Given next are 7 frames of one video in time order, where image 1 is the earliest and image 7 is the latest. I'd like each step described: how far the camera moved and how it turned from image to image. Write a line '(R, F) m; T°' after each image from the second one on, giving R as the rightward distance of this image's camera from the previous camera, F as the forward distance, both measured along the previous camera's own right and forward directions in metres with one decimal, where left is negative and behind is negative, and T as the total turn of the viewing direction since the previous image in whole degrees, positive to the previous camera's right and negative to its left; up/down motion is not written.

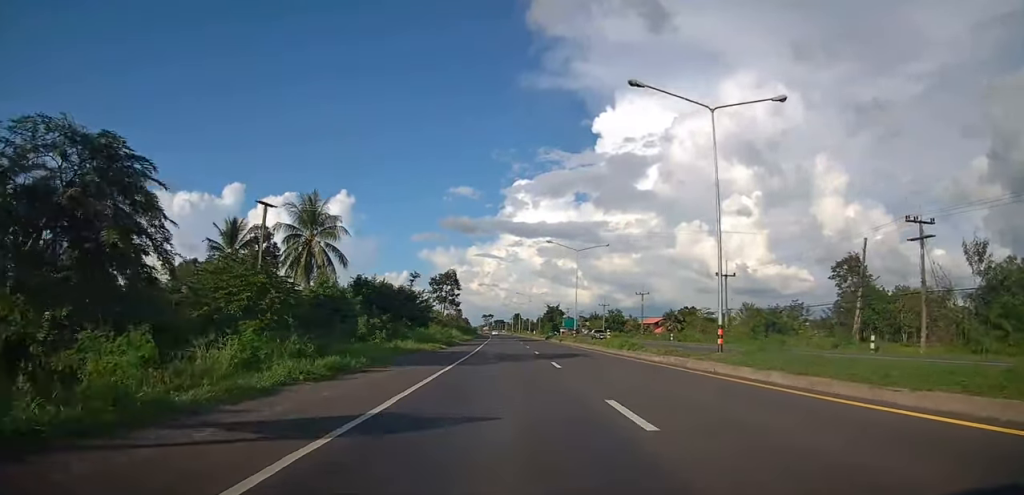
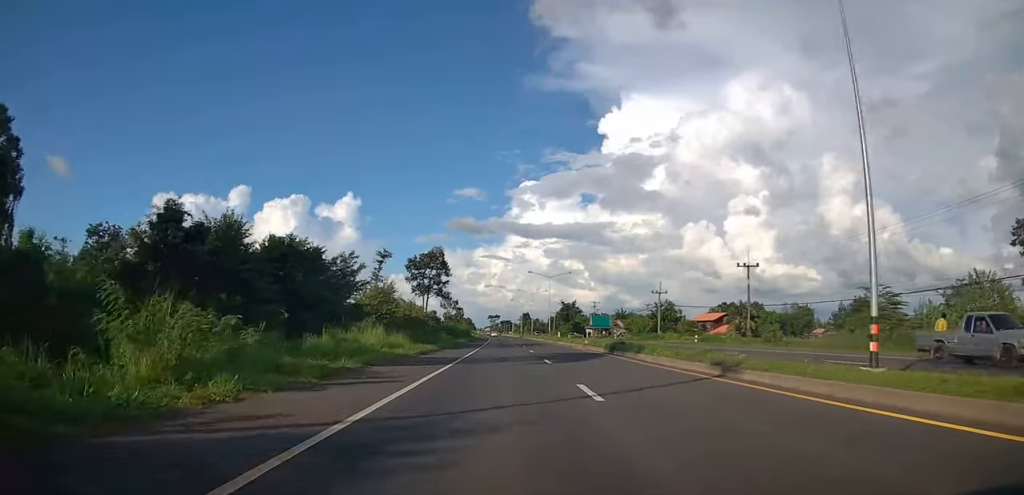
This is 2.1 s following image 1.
(+0.1, +45.4) m; -1°
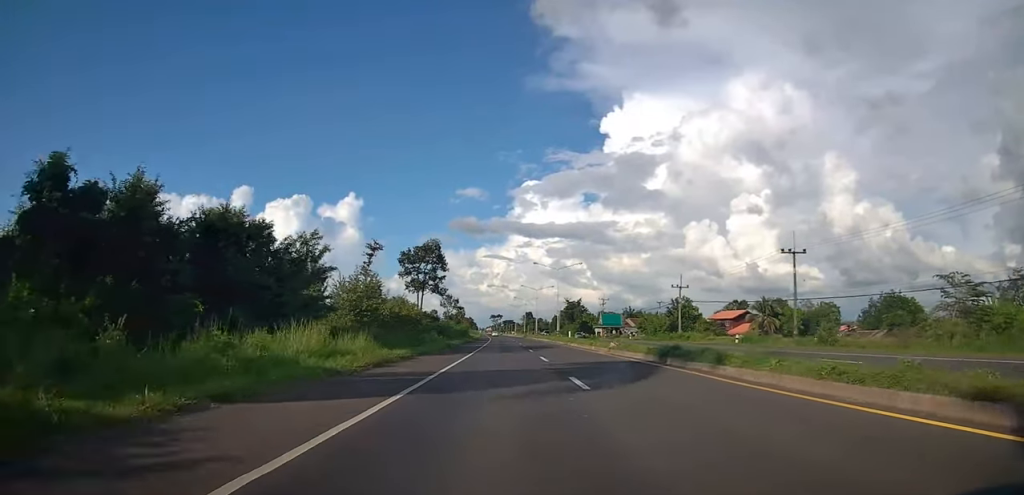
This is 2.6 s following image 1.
(0.0, +9.9) m; 0°
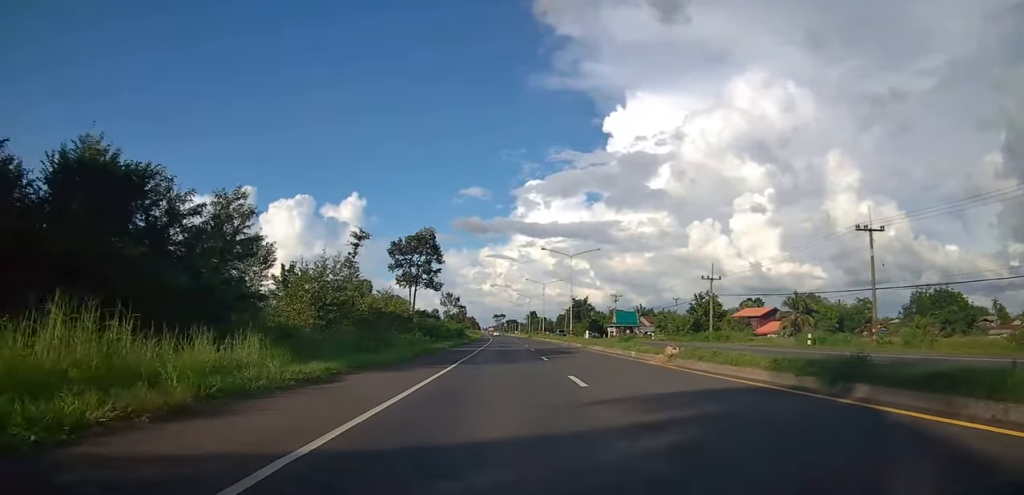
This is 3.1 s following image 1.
(-0.1, +11.6) m; +1°
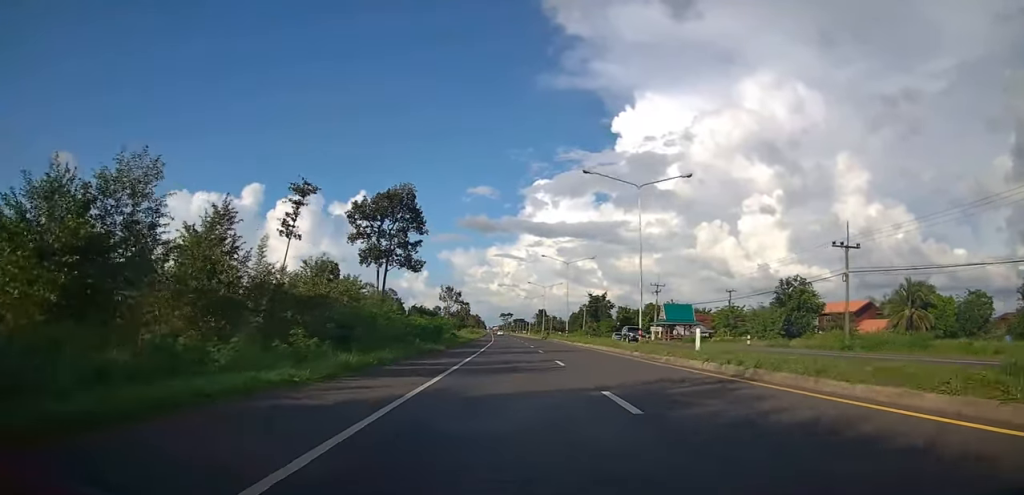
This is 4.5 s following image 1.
(+0.6, +28.5) m; 0°
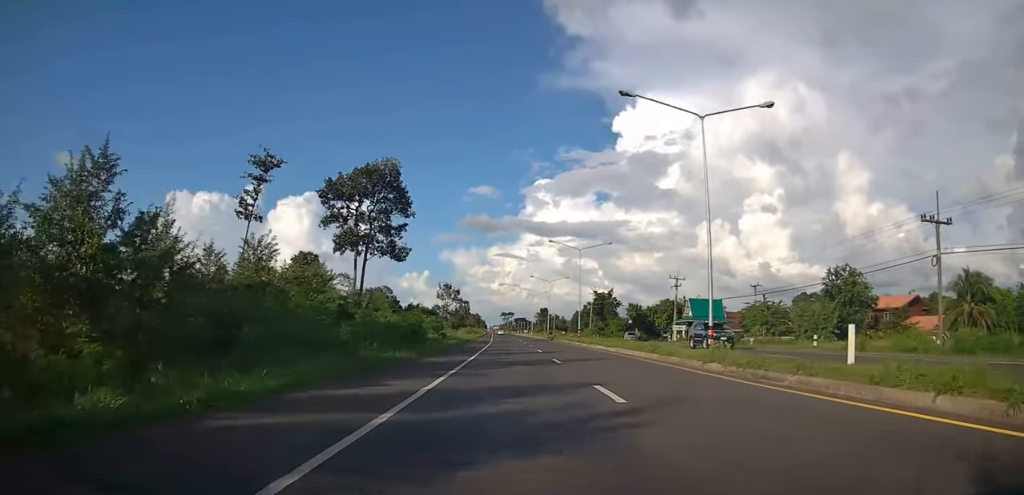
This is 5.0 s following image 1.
(-0.3, +10.5) m; -1°
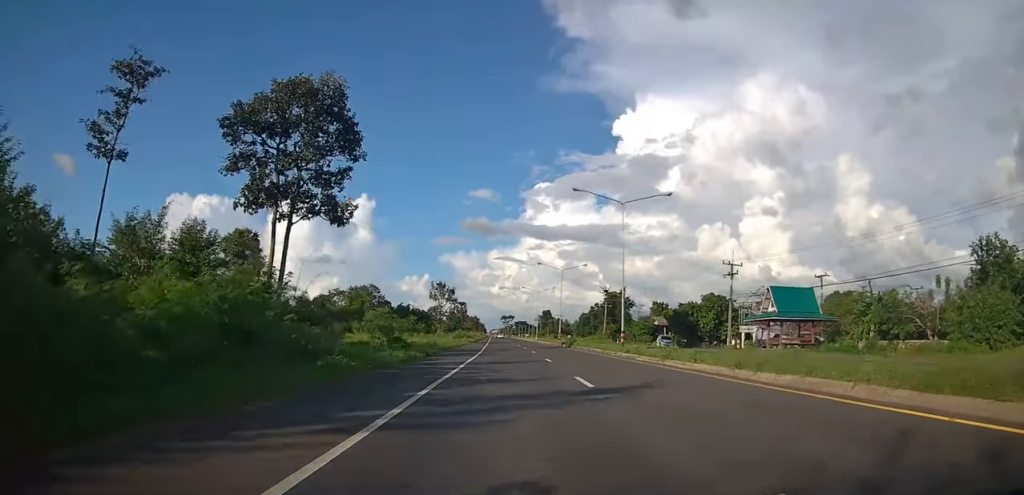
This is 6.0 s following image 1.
(-0.2, +20.8) m; -2°
